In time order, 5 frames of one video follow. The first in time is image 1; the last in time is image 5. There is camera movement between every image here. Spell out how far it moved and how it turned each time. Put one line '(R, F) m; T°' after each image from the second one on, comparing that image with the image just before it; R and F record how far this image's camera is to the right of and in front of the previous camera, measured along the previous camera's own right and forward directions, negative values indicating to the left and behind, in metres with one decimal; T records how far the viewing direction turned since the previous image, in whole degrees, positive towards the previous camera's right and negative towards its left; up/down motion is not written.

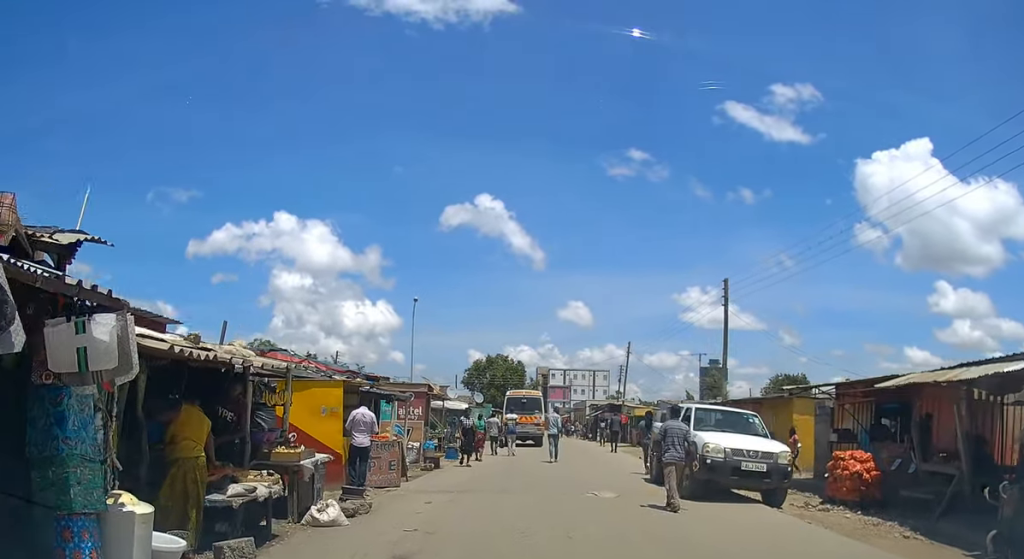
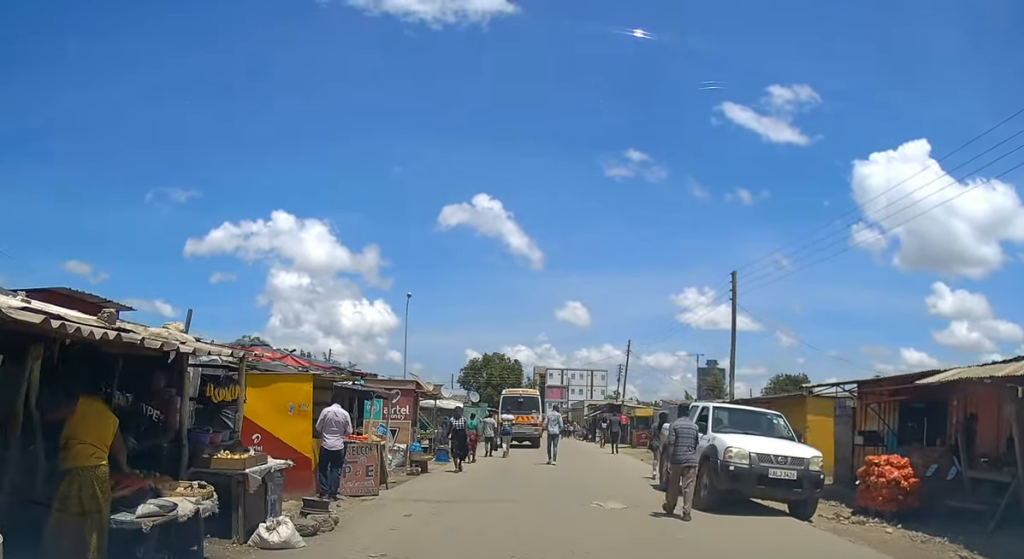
(0.0, +1.7) m; 0°
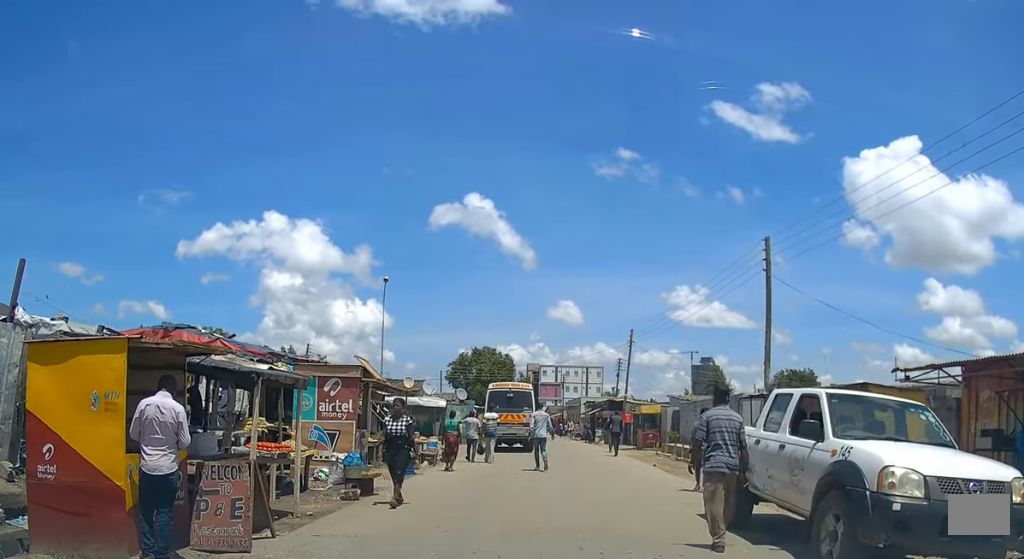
(+0.1, +5.2) m; +1°
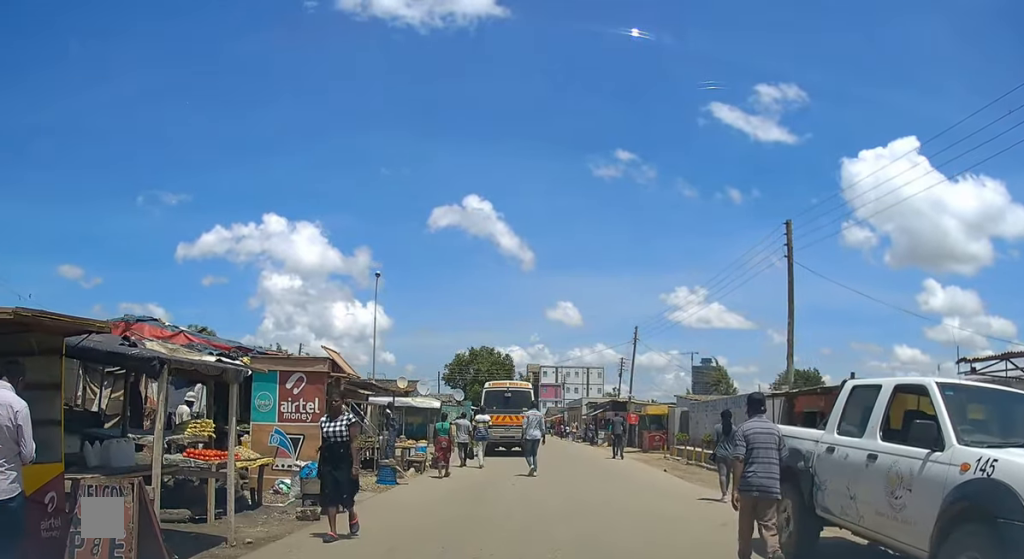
(0.0, +2.2) m; -1°
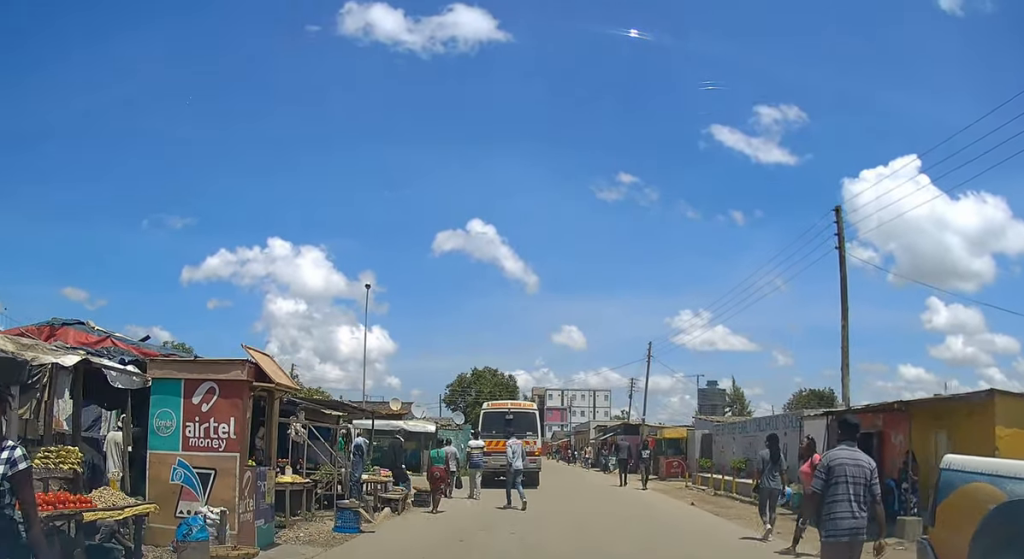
(-0.2, +3.7) m; -2°
